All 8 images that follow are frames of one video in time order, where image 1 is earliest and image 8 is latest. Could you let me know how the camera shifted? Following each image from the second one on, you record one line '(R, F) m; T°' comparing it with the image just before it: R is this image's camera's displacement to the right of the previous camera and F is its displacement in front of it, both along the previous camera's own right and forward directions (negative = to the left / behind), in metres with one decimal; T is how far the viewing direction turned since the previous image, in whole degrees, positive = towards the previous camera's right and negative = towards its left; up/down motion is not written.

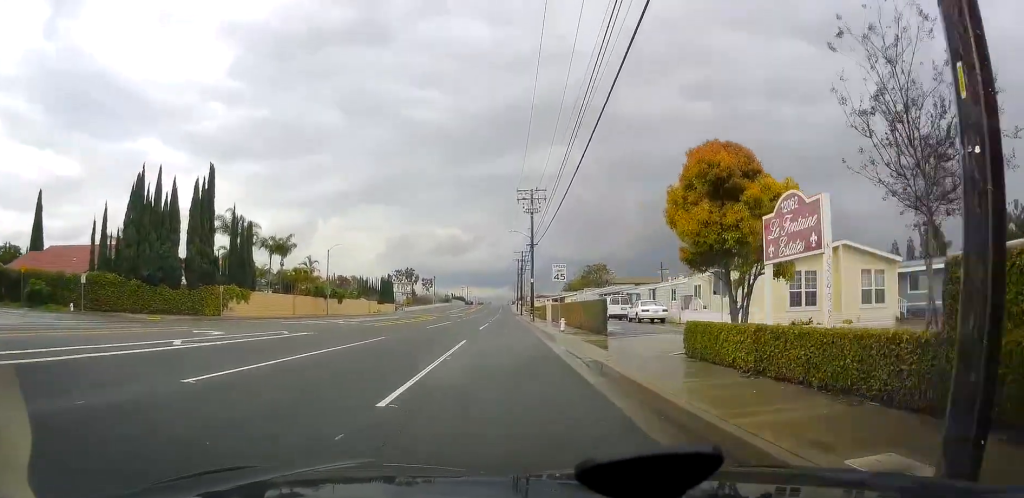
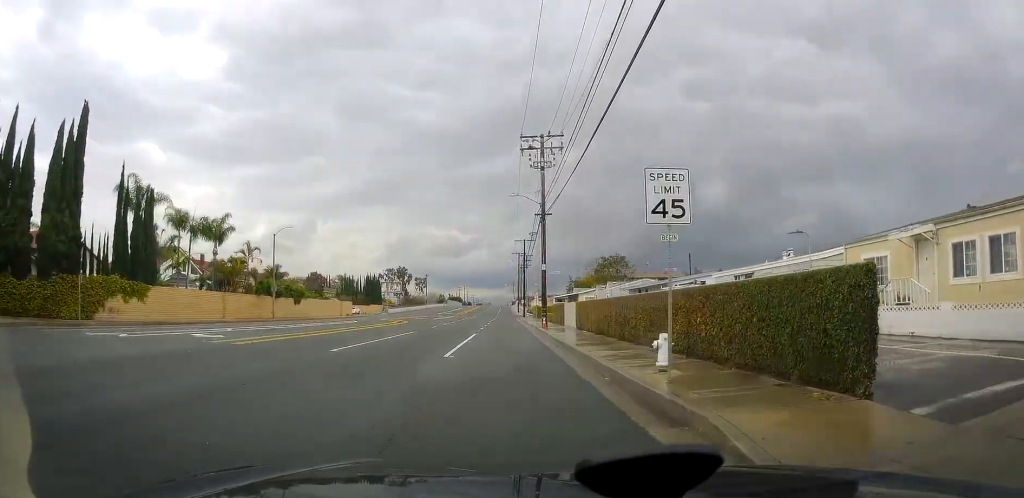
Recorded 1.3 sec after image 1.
(+0.3, +19.6) m; +1°
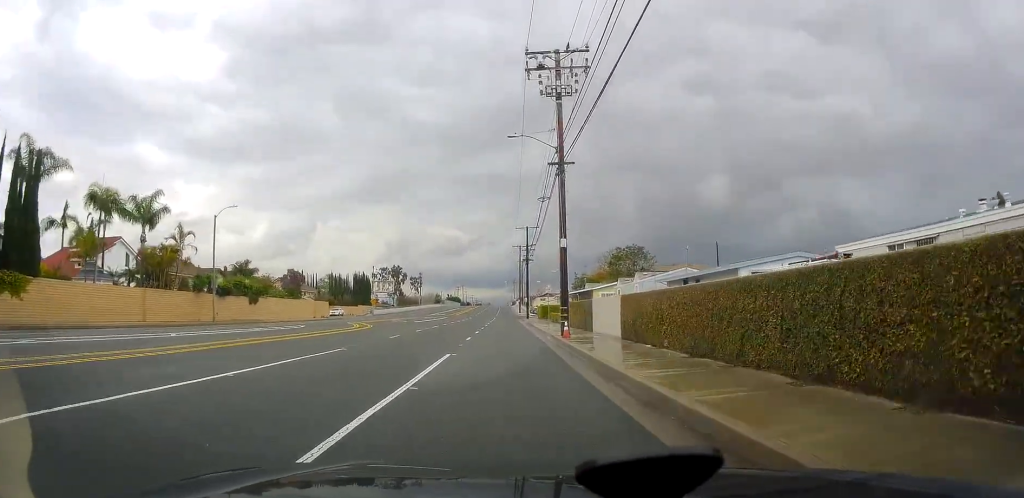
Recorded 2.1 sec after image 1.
(0.0, +14.1) m; 0°
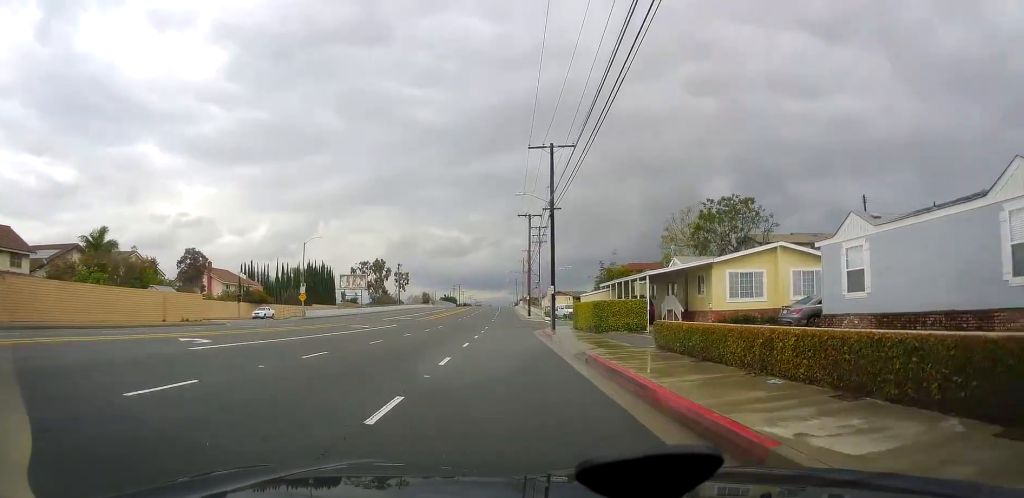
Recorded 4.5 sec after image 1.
(-1.1, +40.7) m; -2°
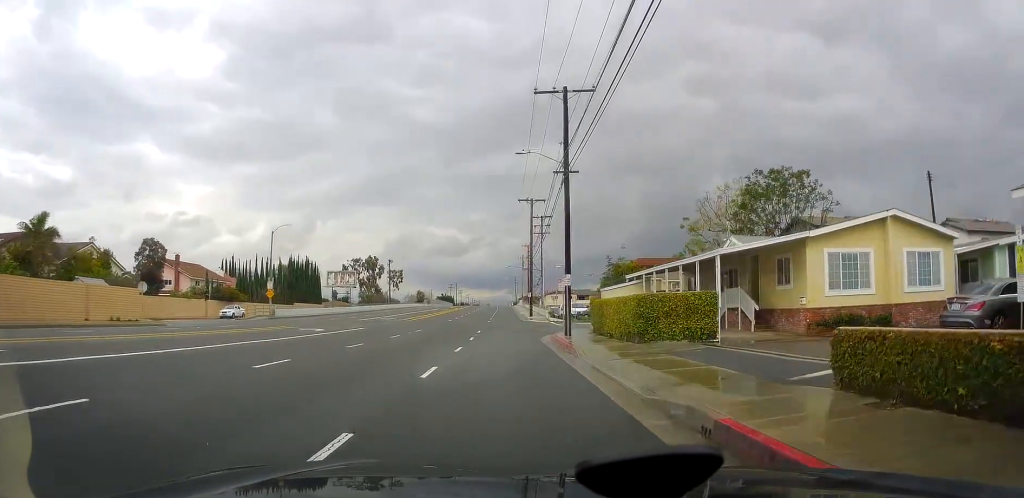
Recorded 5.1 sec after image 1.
(+0.3, +10.5) m; +1°
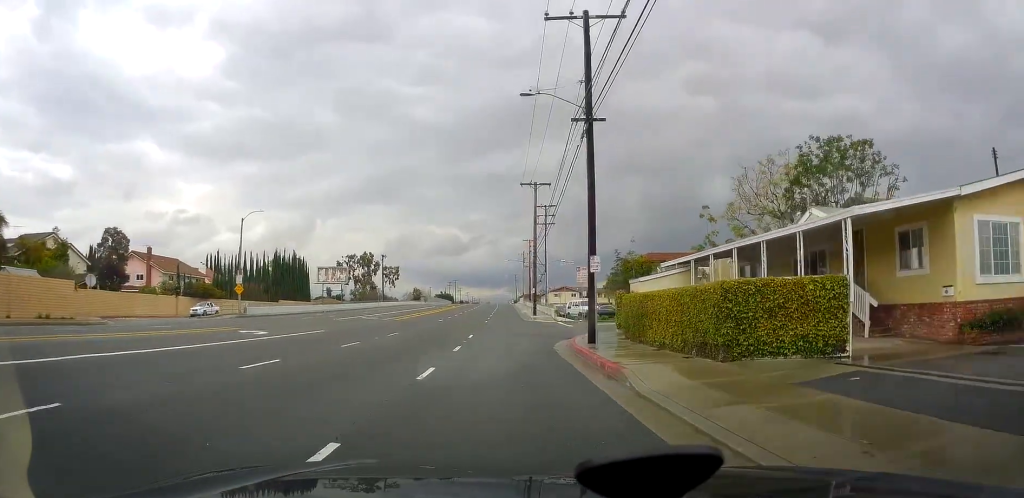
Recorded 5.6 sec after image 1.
(+0.1, +8.1) m; +1°
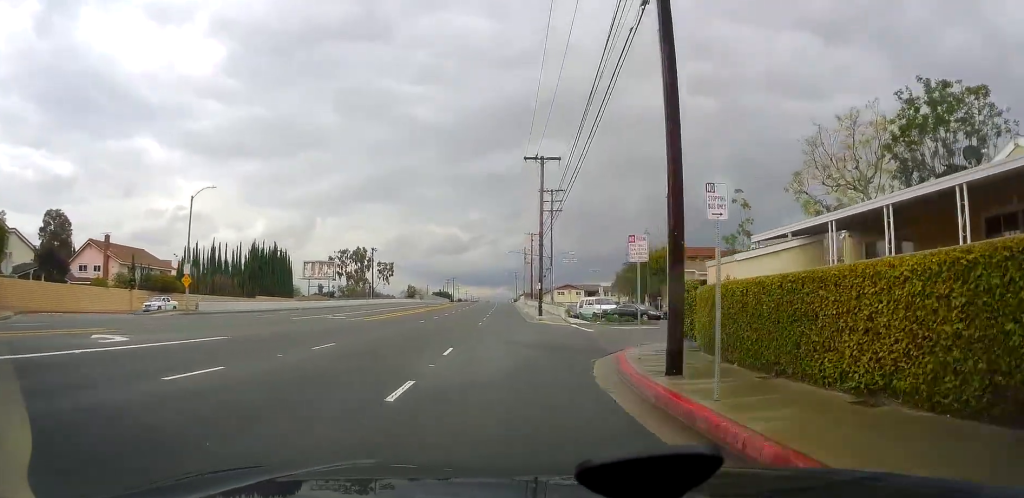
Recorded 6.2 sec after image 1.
(0.0, +10.4) m; 0°
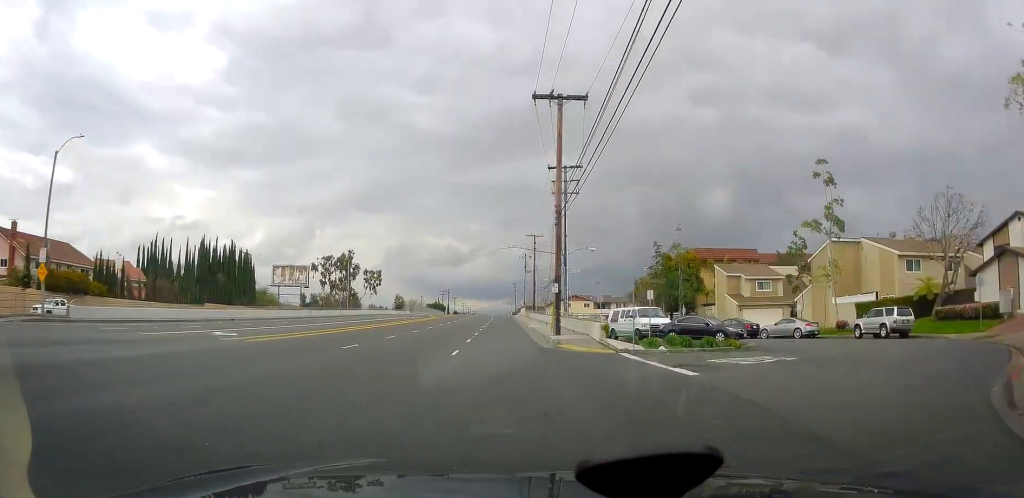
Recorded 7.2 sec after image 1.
(0.0, +17.6) m; 0°
